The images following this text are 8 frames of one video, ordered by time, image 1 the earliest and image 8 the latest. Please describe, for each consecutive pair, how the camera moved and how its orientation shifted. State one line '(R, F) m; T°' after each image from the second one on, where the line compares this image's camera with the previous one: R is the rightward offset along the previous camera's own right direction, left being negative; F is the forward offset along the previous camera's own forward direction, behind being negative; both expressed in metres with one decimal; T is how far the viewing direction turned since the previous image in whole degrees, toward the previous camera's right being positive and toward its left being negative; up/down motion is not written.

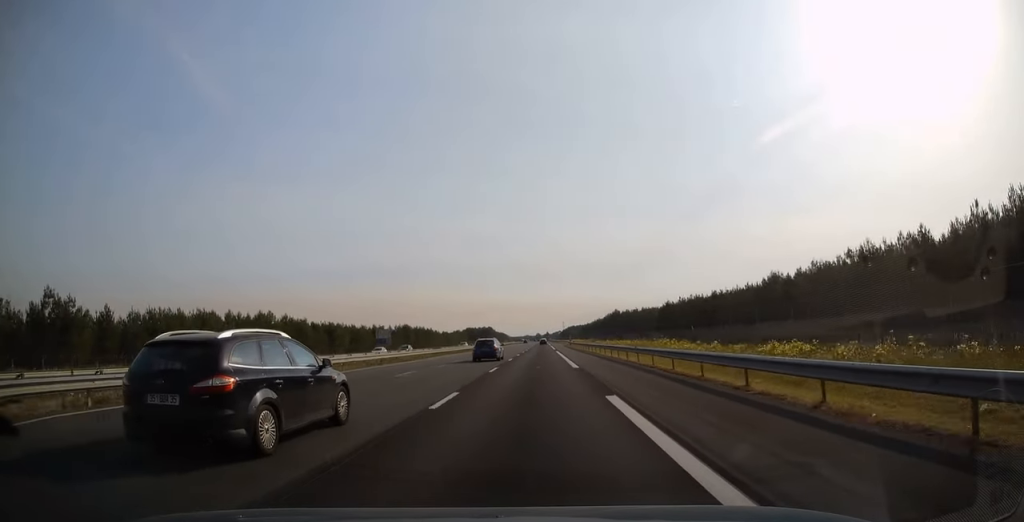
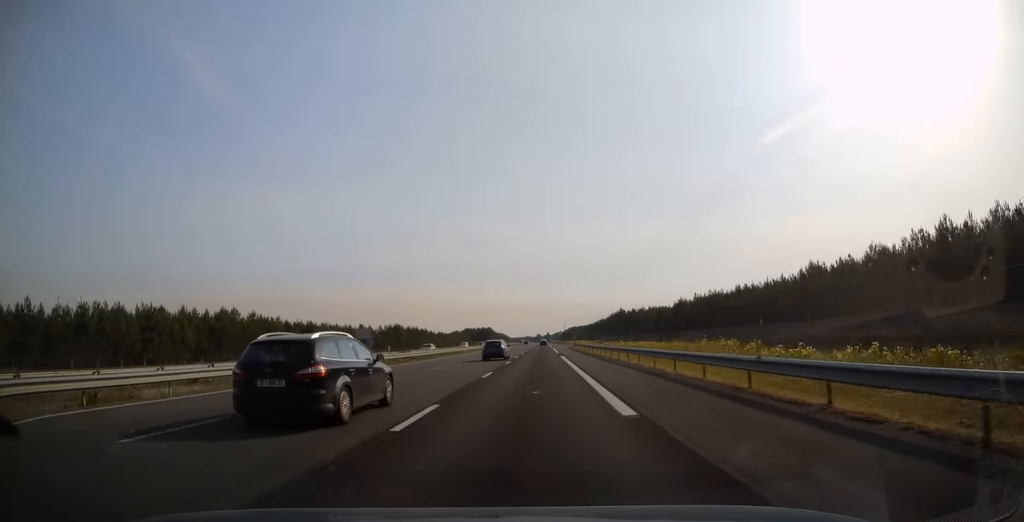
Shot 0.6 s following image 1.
(0.0, +16.2) m; 0°
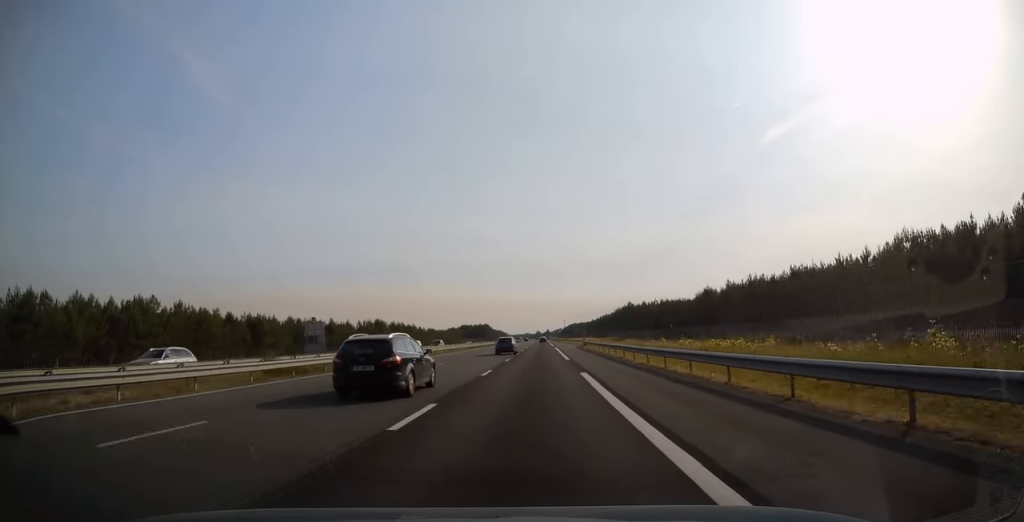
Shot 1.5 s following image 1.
(0.0, +26.5) m; 0°
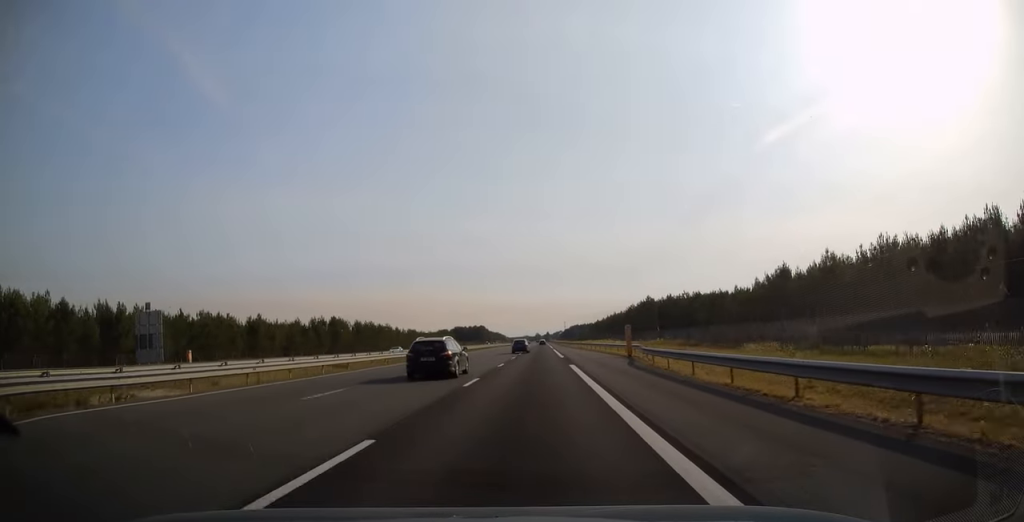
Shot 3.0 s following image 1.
(+0.1, +44.2) m; 0°
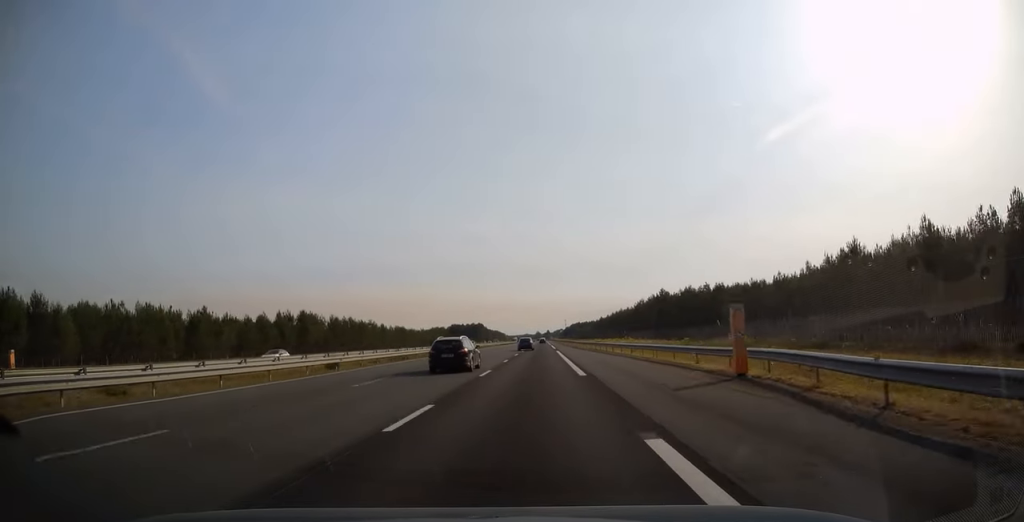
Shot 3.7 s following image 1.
(0.0, +22.1) m; 0°
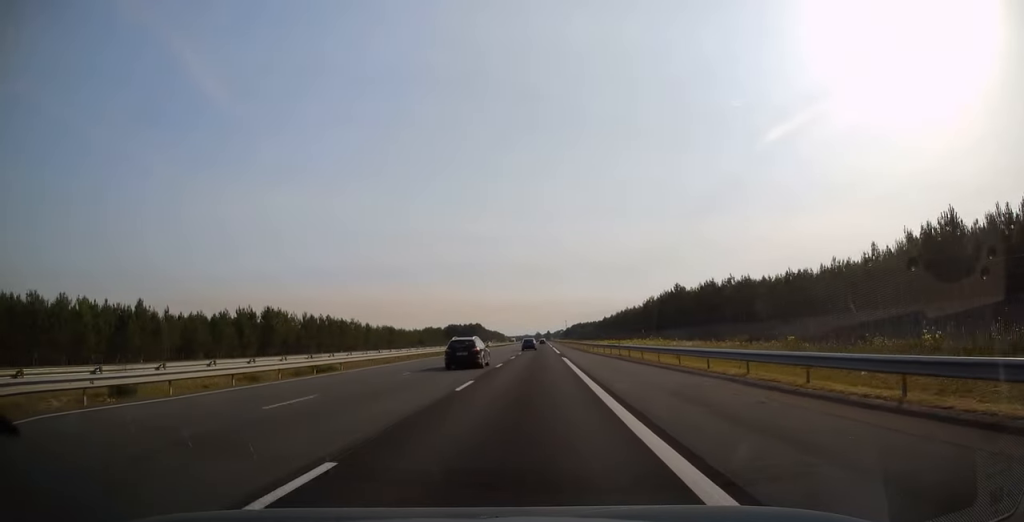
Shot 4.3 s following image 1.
(0.0, +19.2) m; 0°
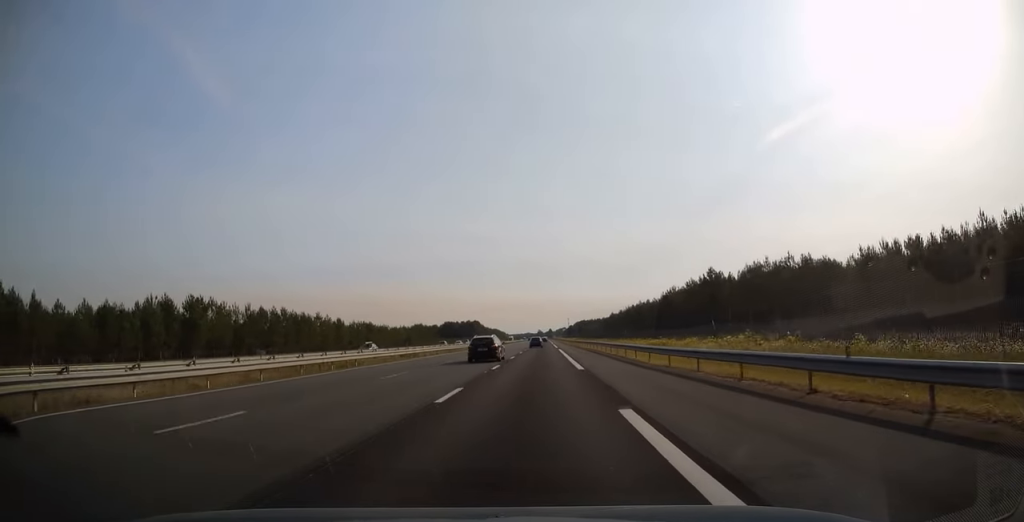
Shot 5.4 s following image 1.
(-0.2, +30.0) m; 0°
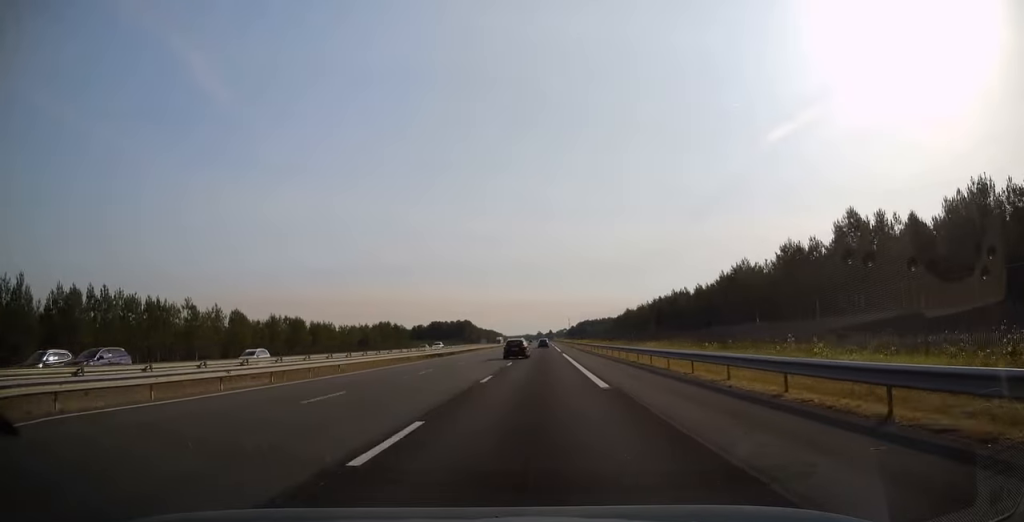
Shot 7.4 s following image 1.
(+0.6, +59.5) m; 0°
